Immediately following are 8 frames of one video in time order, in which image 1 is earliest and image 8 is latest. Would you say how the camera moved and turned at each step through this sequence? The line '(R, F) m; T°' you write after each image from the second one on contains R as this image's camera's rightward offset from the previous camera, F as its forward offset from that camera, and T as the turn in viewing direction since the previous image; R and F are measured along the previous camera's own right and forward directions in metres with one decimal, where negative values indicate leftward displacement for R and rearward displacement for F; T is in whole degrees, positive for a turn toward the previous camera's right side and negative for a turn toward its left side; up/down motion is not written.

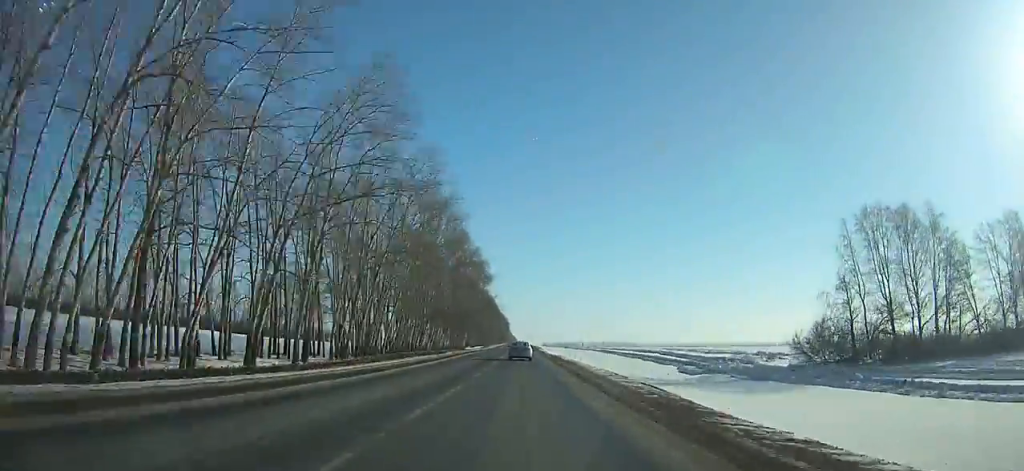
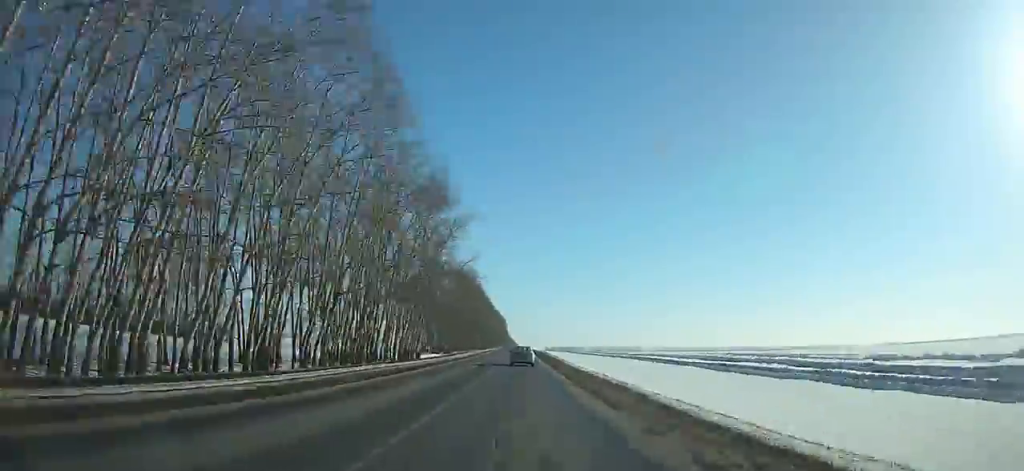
(0.0, +85.5) m; 0°
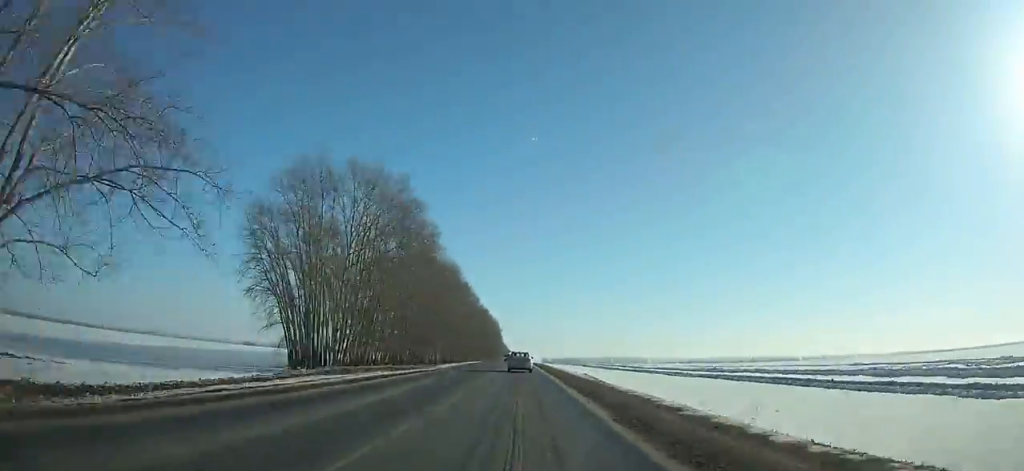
(+0.1, +93.8) m; 0°
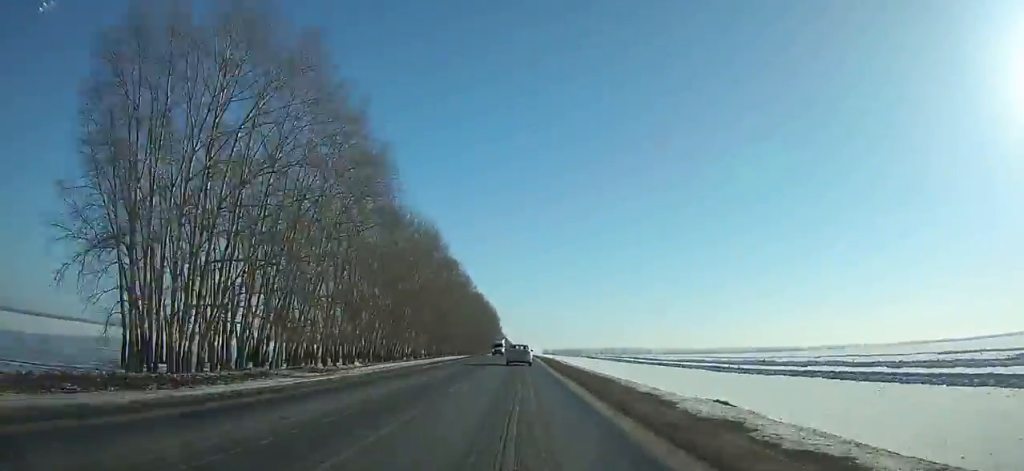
(0.0, +33.6) m; 0°
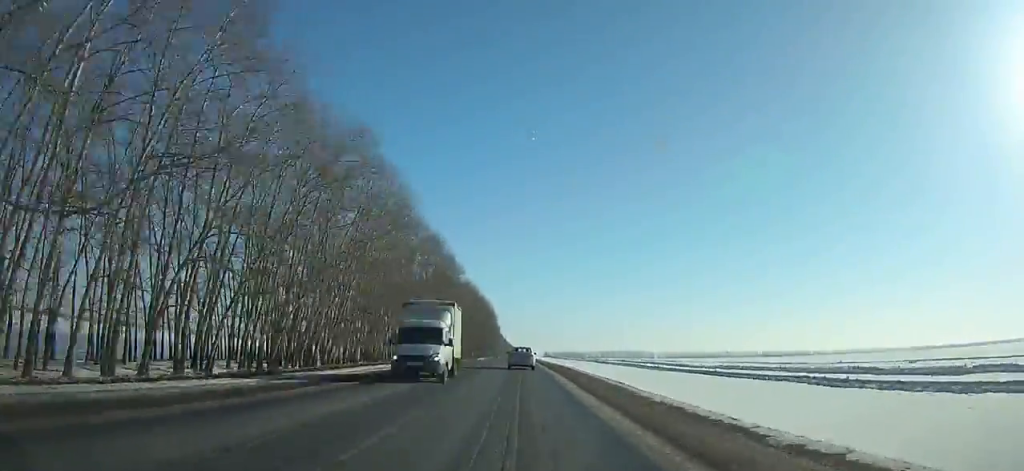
(0.0, +38.2) m; 0°
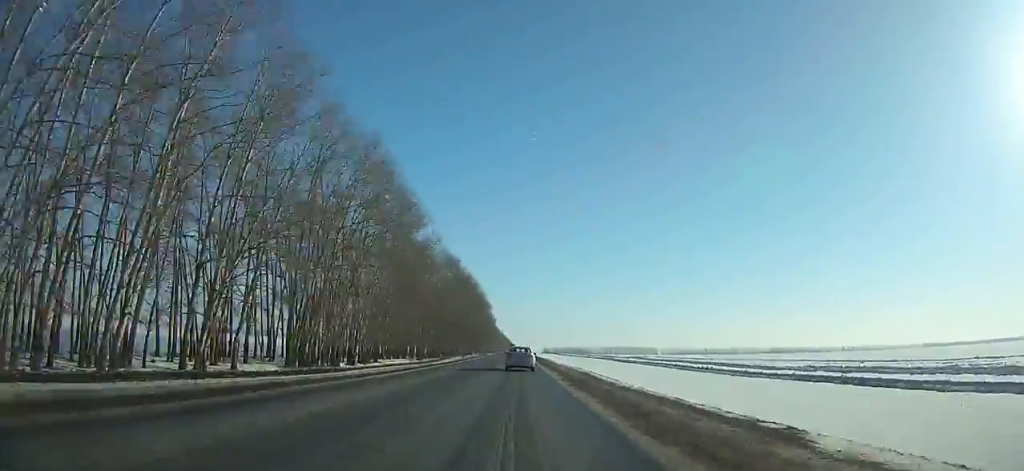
(0.0, +51.7) m; 0°
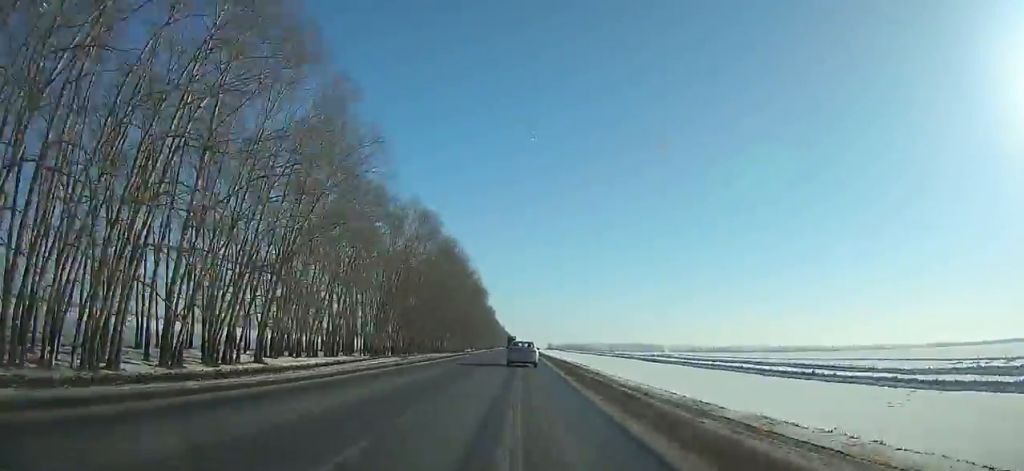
(+0.1, +45.0) m; 0°
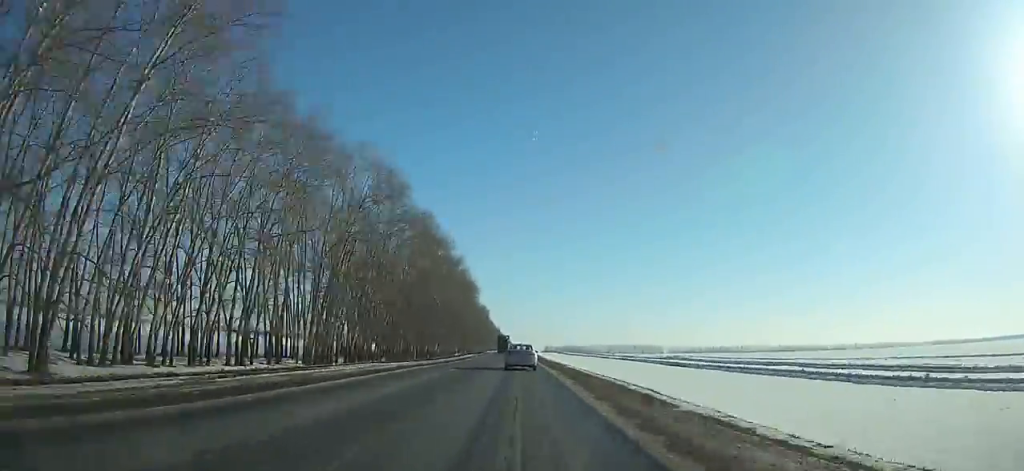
(0.0, +26.9) m; 0°
